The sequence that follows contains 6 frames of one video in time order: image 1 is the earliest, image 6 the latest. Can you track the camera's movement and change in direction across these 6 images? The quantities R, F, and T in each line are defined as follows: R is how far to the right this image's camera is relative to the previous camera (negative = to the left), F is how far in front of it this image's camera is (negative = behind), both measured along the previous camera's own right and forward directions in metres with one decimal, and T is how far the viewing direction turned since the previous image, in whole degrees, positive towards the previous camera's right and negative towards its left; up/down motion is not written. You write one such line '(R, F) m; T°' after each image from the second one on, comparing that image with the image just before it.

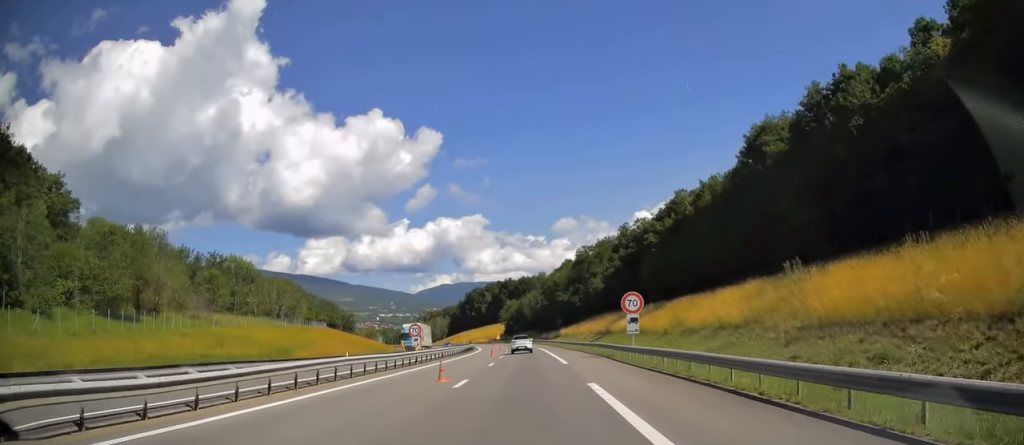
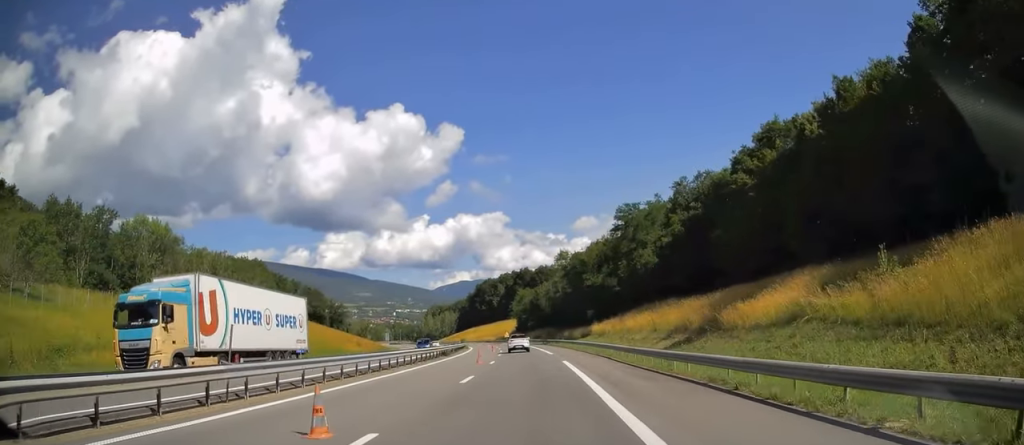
(-0.3, +37.8) m; -1°
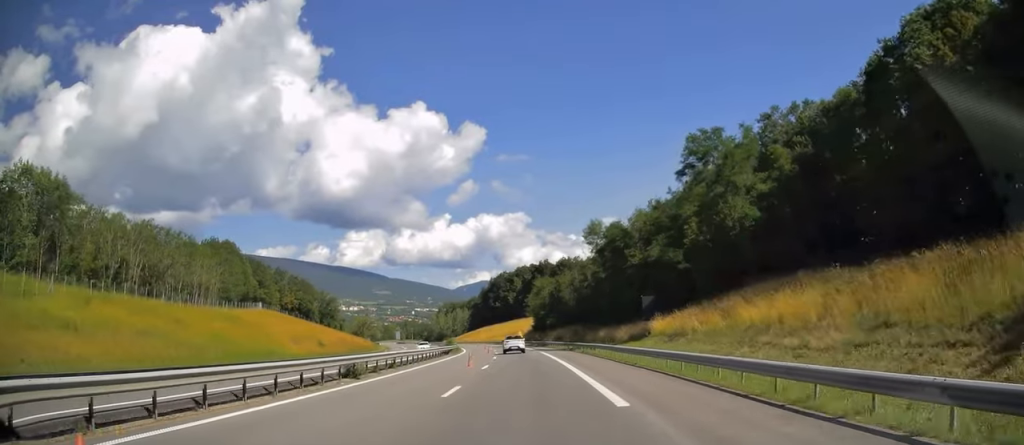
(-0.3, +30.8) m; -2°
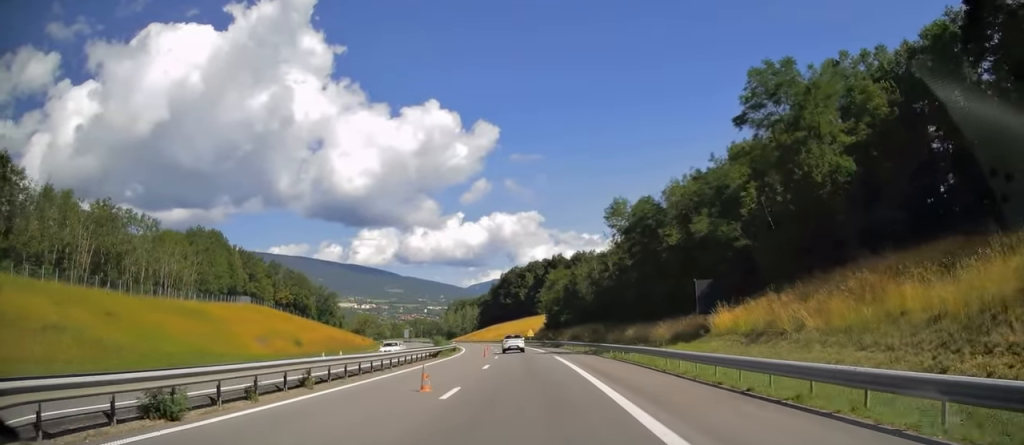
(-0.2, +13.6) m; -1°
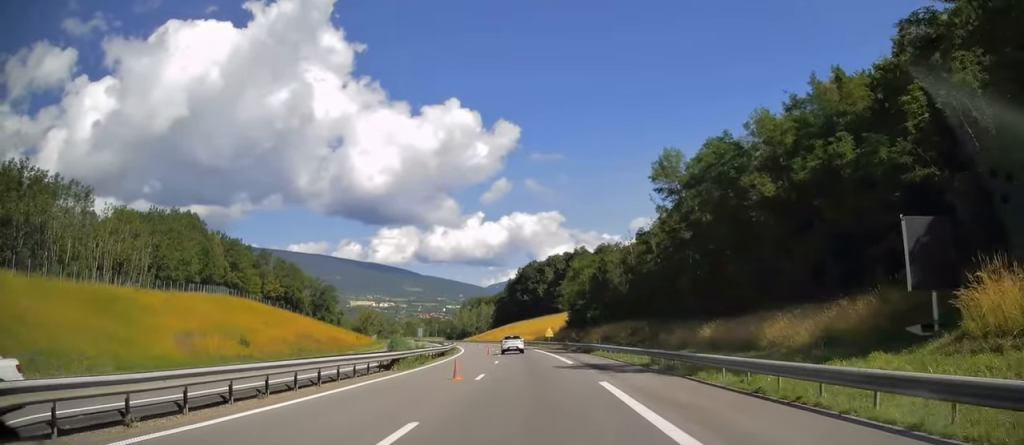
(-0.3, +19.9) m; -2°
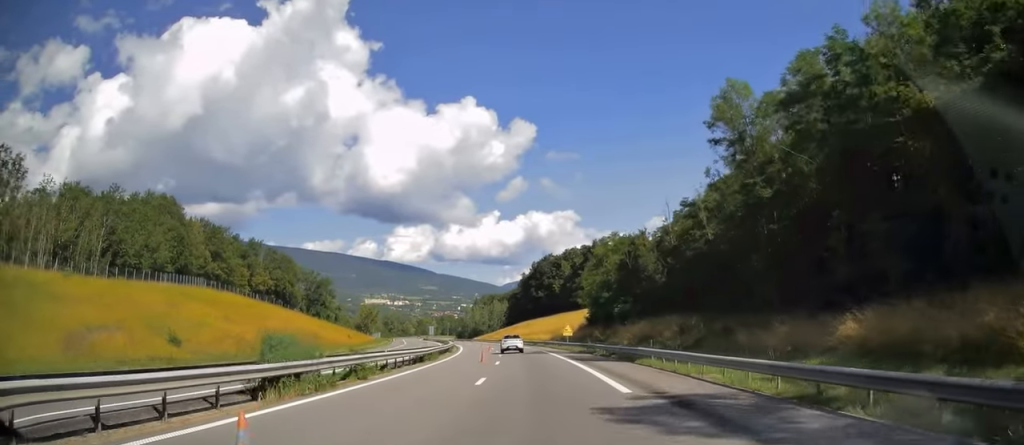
(-0.3, +15.2) m; -1°
